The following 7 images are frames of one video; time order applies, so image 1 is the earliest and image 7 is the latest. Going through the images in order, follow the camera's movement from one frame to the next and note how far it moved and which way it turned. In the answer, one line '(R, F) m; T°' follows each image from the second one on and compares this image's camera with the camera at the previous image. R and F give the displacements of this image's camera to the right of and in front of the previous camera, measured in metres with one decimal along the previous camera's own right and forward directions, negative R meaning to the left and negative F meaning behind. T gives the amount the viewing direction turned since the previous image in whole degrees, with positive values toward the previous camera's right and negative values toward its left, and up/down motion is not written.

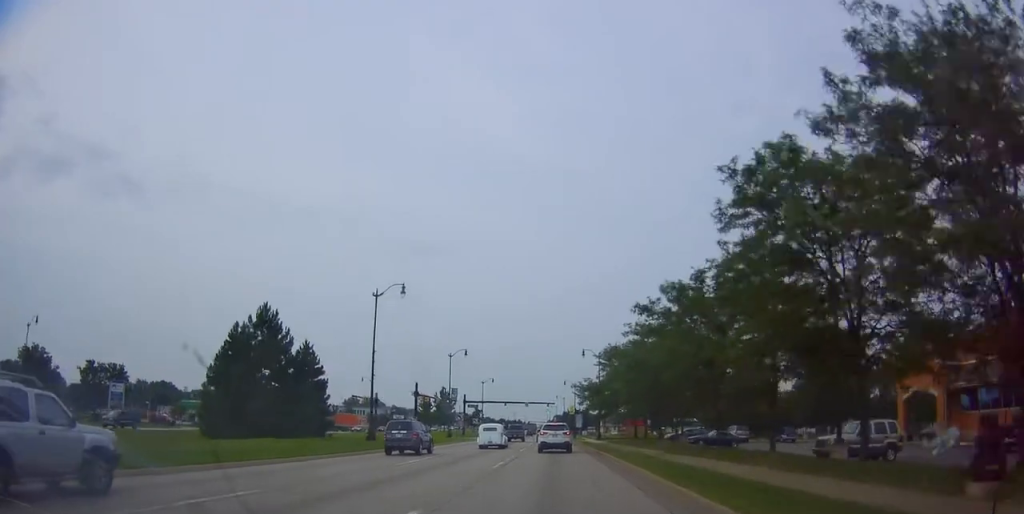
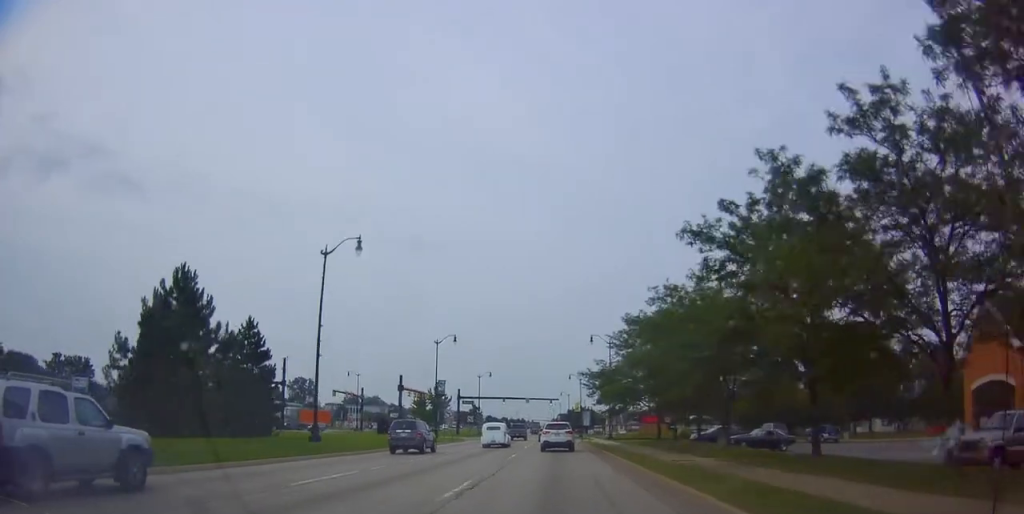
(+0.2, +9.8) m; 0°
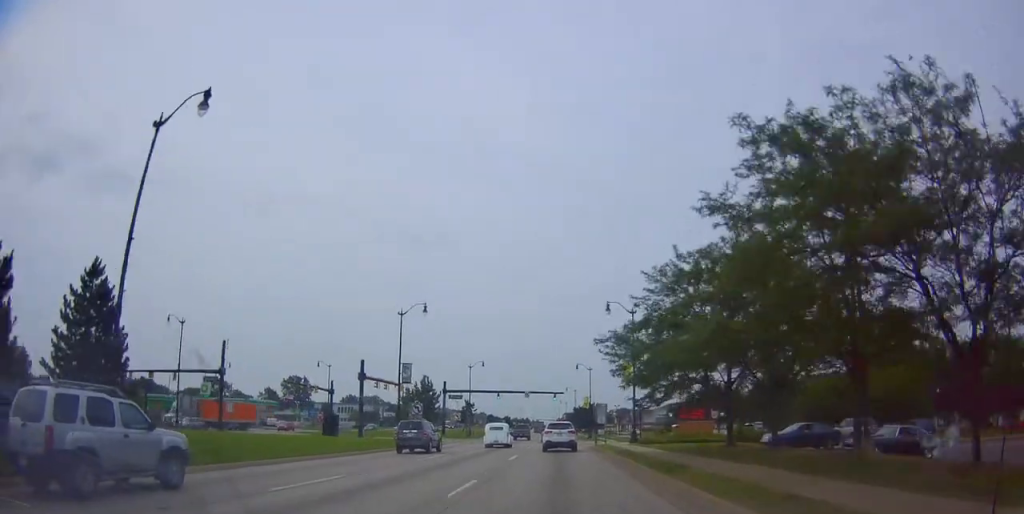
(-0.2, +15.4) m; -3°
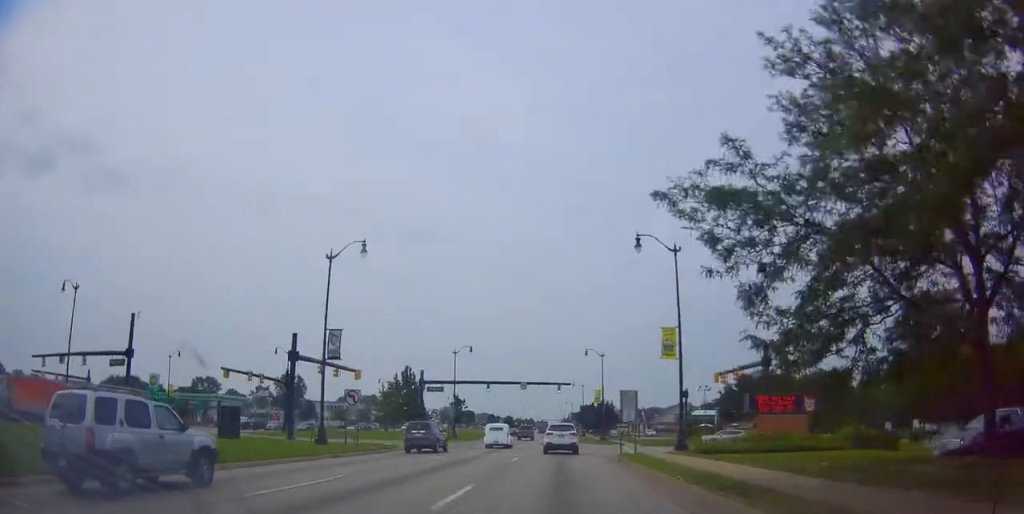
(-0.5, +15.6) m; -2°
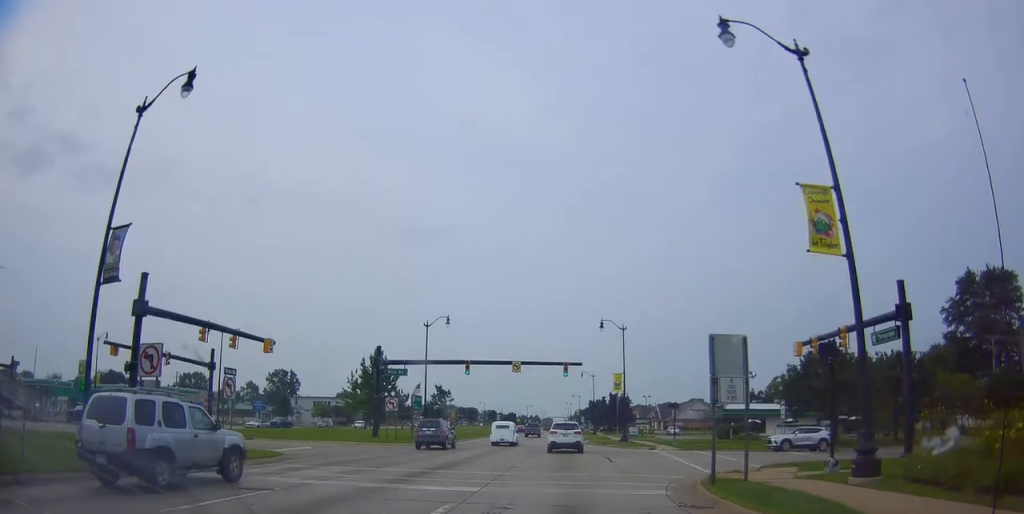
(0.0, +17.3) m; 0°
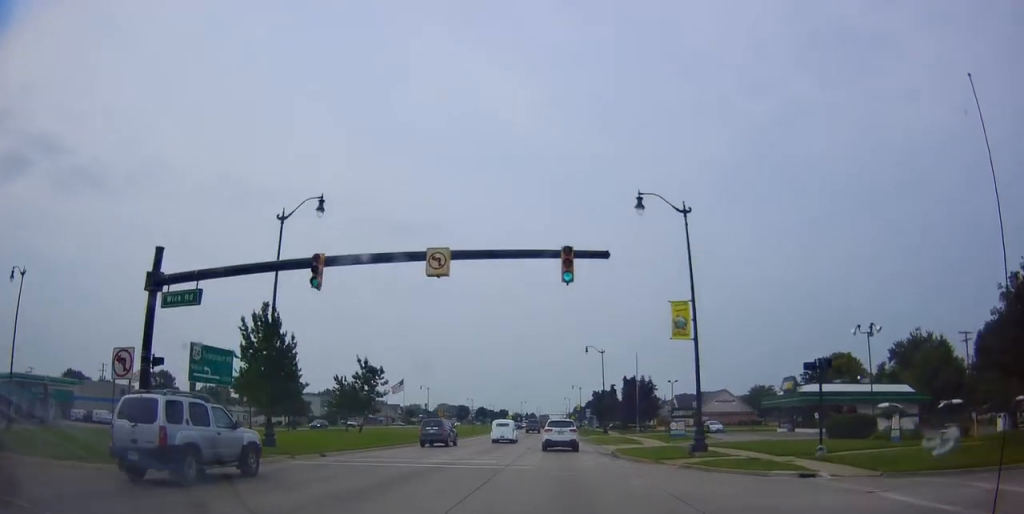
(0.0, +28.0) m; -2°
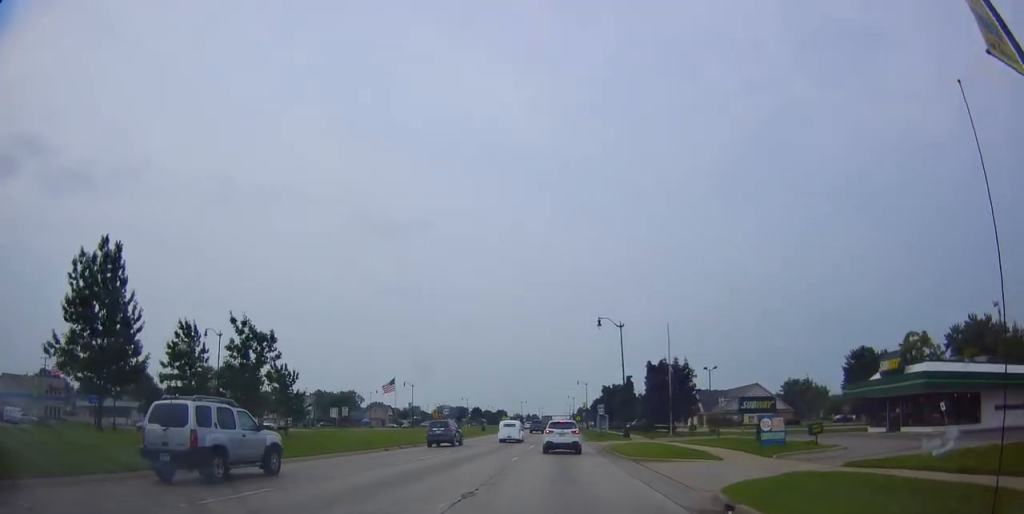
(-0.9, +19.7) m; -1°
